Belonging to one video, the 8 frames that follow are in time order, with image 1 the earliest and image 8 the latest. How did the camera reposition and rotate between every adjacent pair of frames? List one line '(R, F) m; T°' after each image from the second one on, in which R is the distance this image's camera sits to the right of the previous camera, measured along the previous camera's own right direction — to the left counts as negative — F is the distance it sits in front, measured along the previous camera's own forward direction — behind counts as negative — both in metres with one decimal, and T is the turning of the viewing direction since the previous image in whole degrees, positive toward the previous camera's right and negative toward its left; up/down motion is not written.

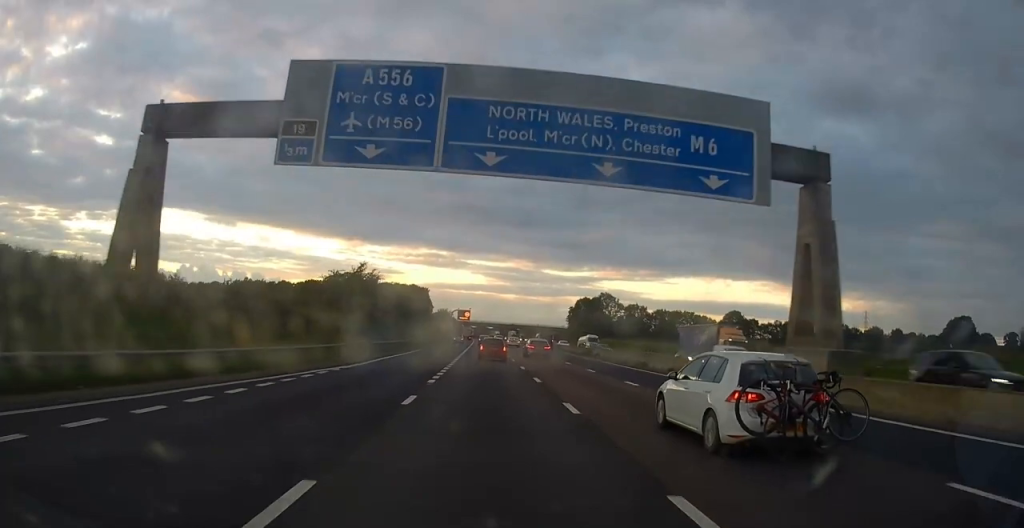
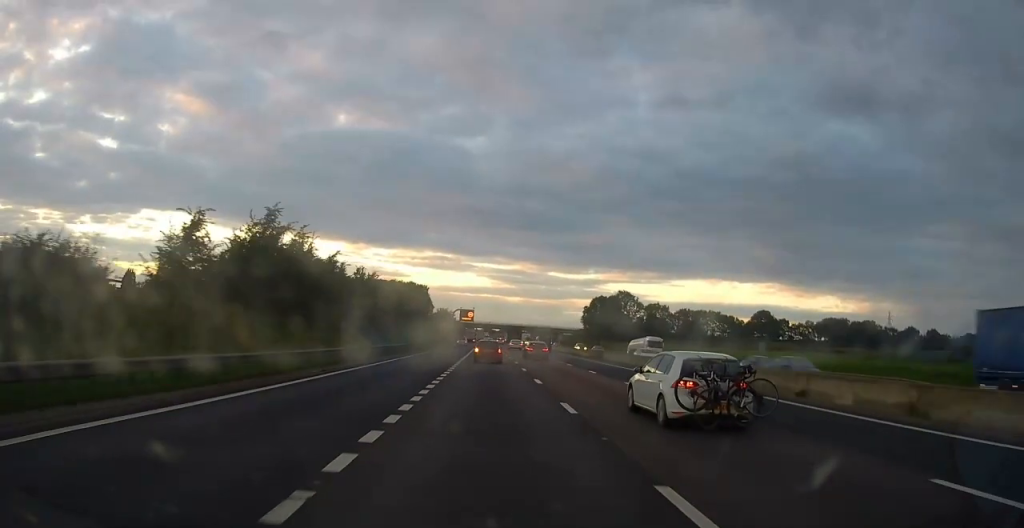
(0.0, +26.6) m; 0°
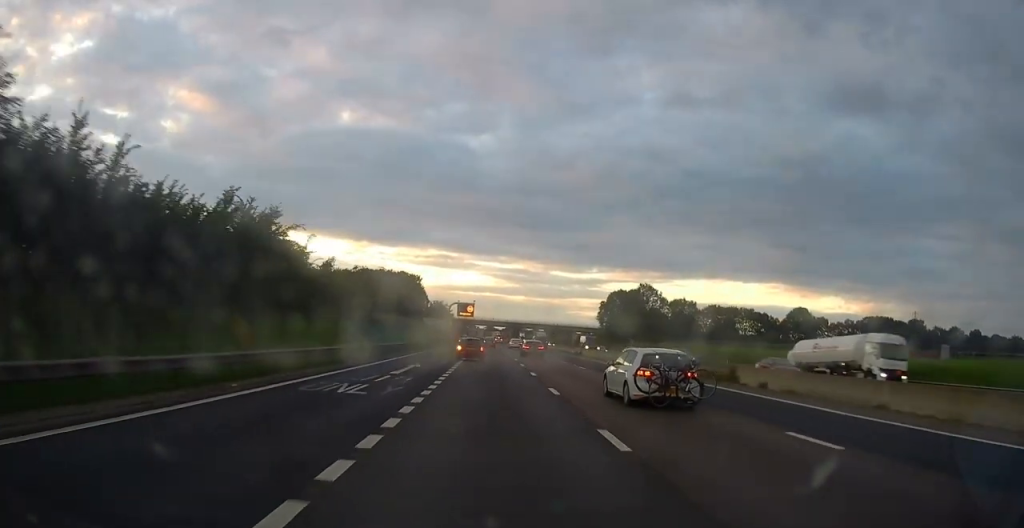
(-0.3, +31.7) m; 0°
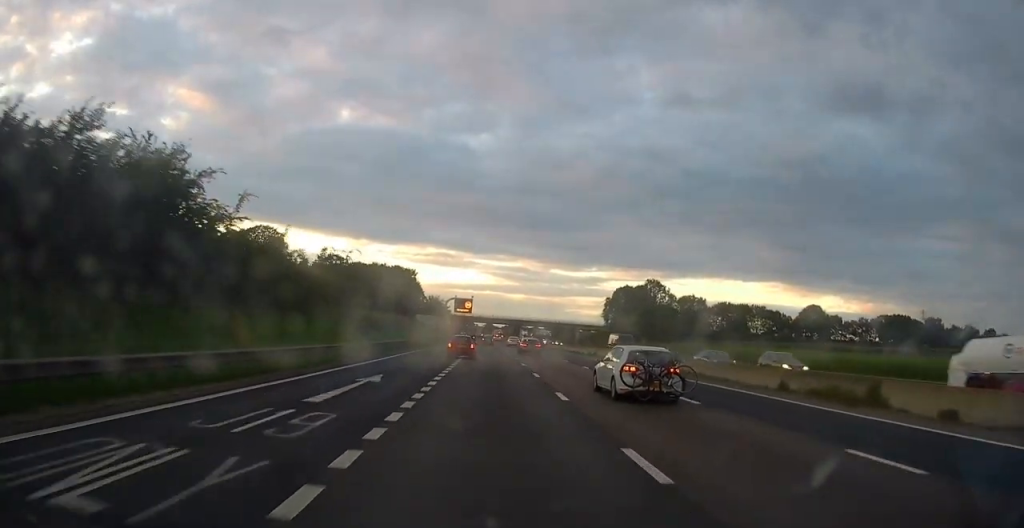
(+0.1, +11.2) m; 0°
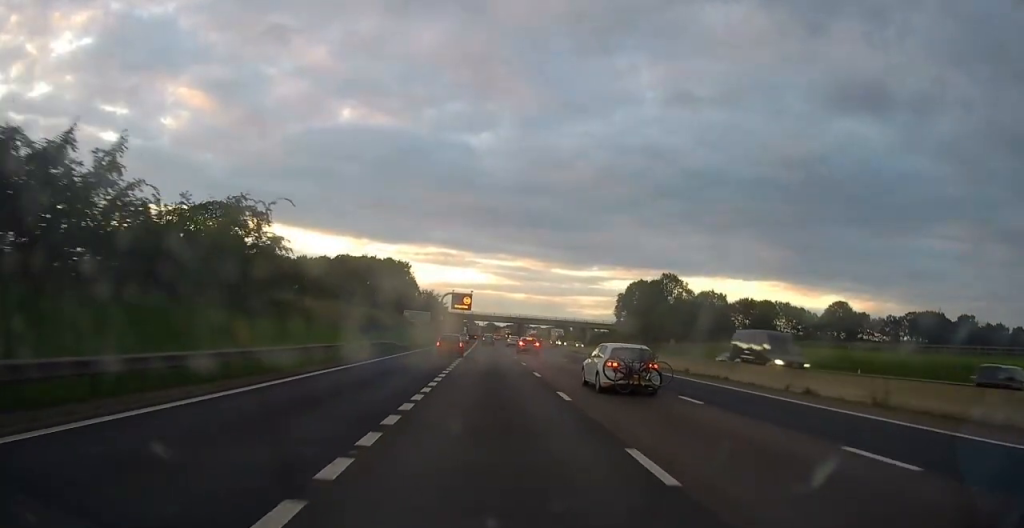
(+0.1, +18.1) m; 0°
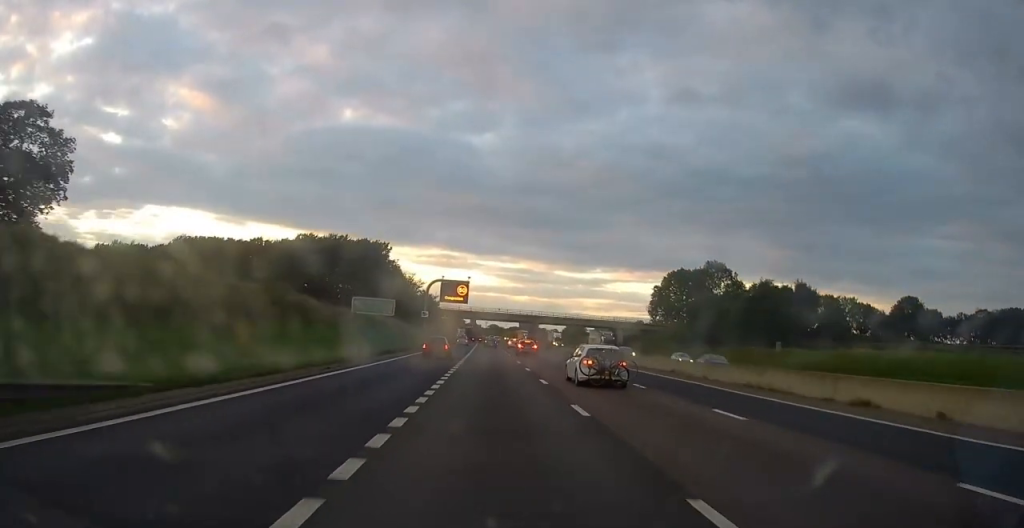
(-0.4, +39.0) m; 0°
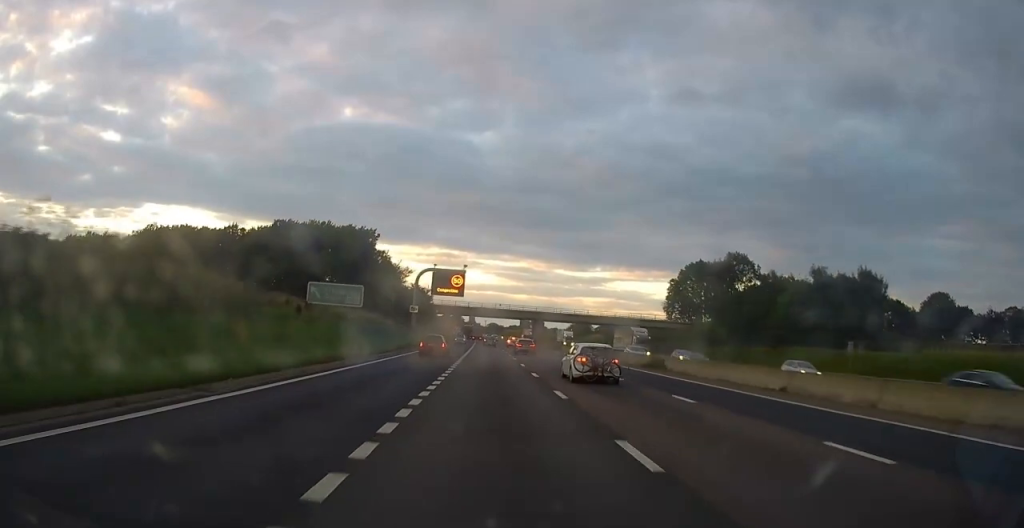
(0.0, +14.7) m; 0°
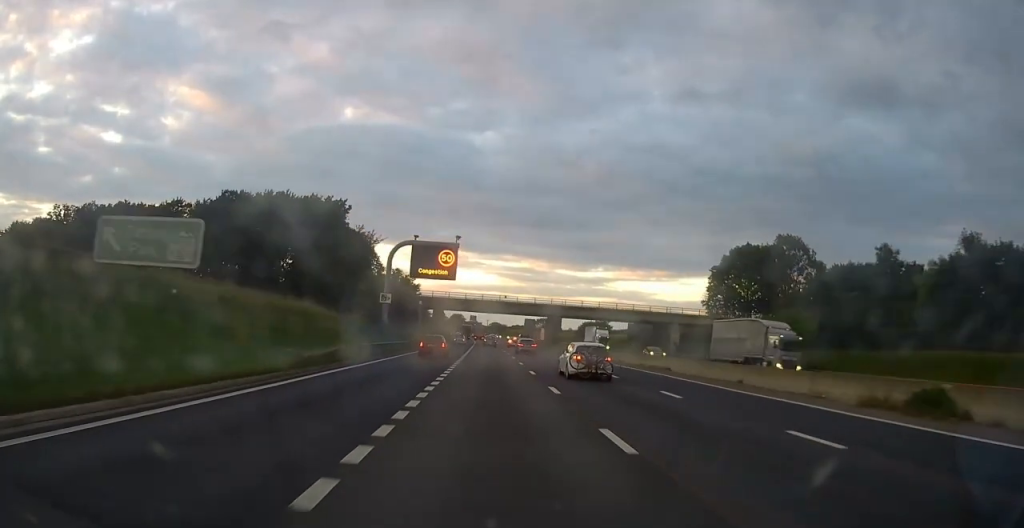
(0.0, +26.0) m; 0°
